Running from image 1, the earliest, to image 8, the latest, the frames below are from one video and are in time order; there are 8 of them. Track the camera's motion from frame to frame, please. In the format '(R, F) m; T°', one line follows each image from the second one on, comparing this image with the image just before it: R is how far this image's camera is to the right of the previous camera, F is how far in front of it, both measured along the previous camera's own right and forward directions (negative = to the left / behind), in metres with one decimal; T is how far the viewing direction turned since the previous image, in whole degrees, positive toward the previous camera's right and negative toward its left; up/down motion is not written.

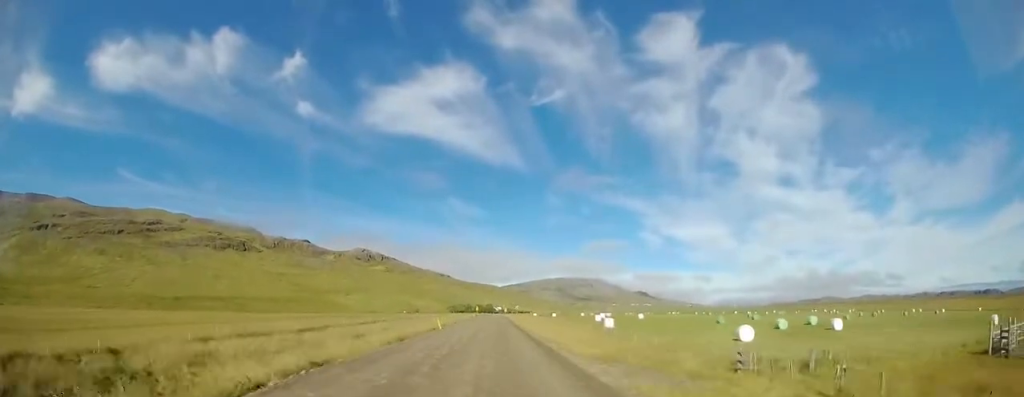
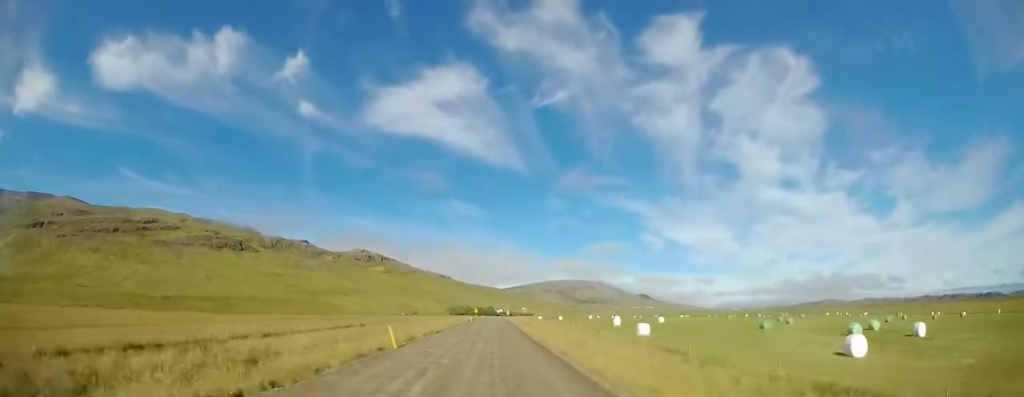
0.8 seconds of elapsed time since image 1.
(-0.1, +13.0) m; -1°
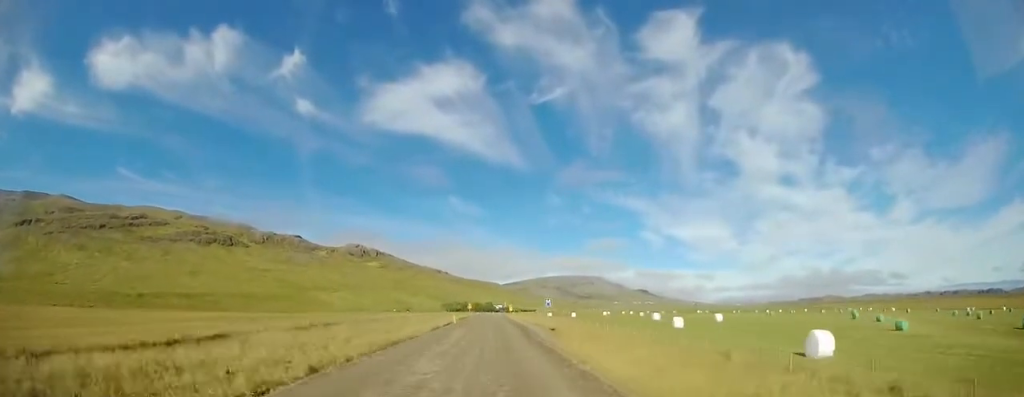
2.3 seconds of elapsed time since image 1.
(-0.1, +26.2) m; 0°
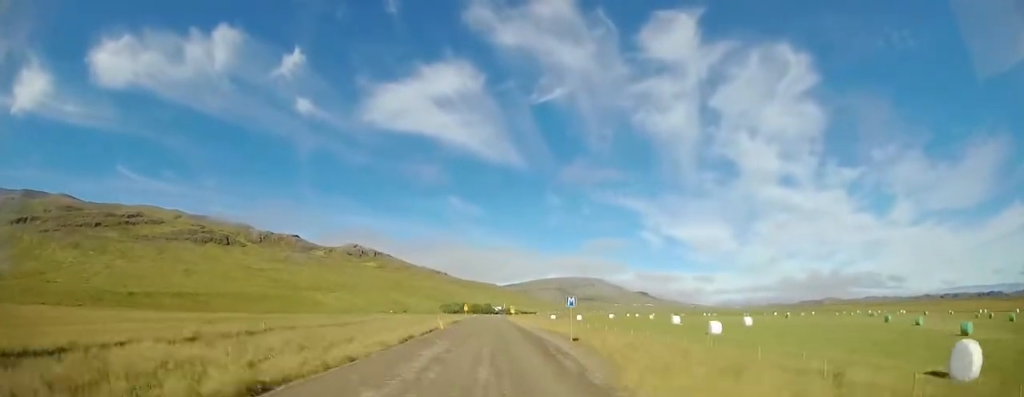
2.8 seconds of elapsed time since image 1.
(0.0, +9.1) m; 0°
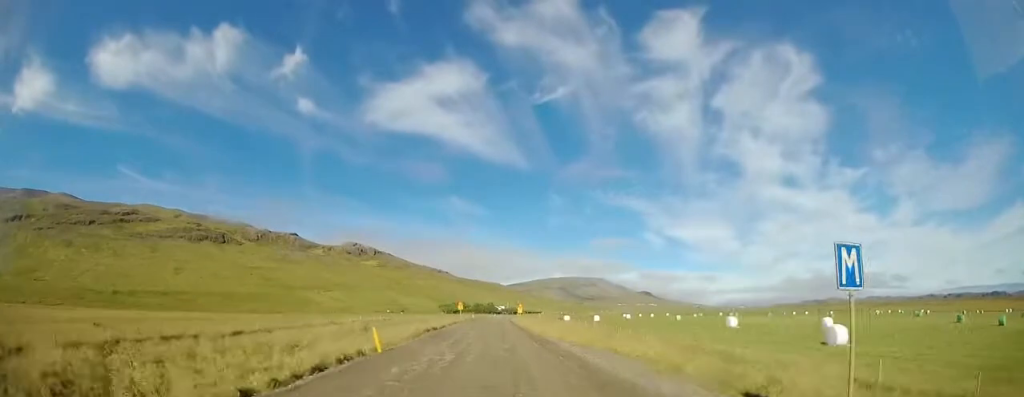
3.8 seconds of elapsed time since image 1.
(+0.2, +17.0) m; 0°
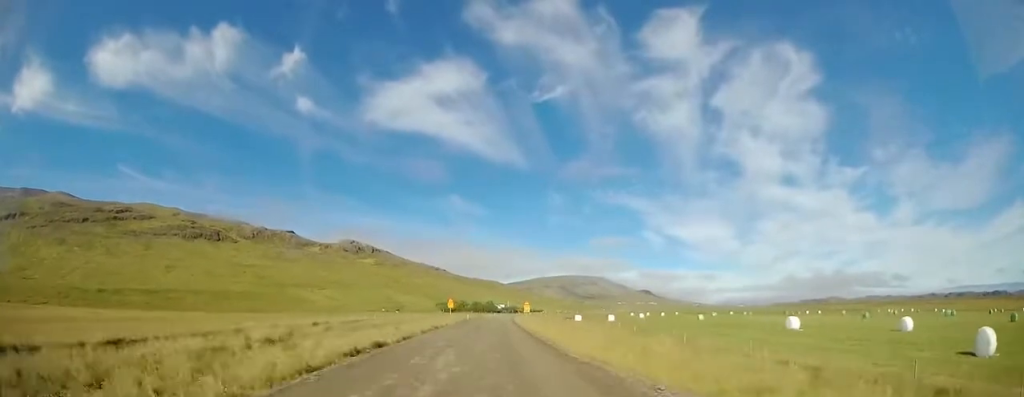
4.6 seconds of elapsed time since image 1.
(-0.1, +12.4) m; 0°
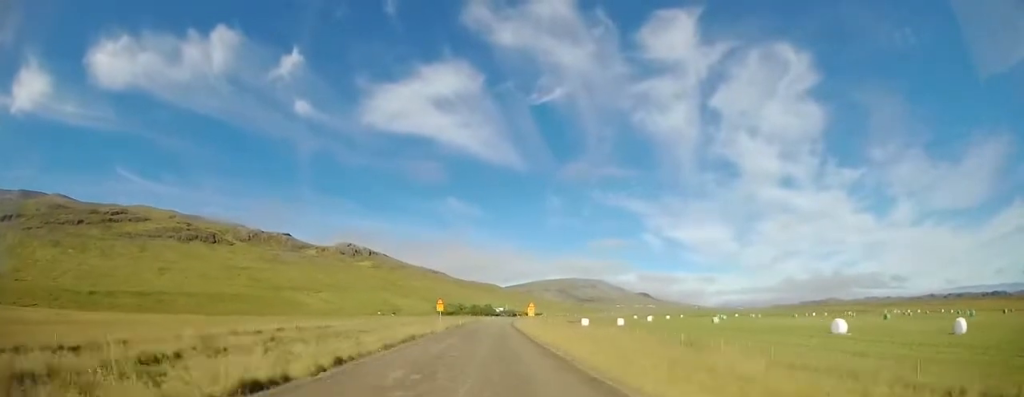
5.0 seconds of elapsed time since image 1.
(-0.2, +7.3) m; 0°
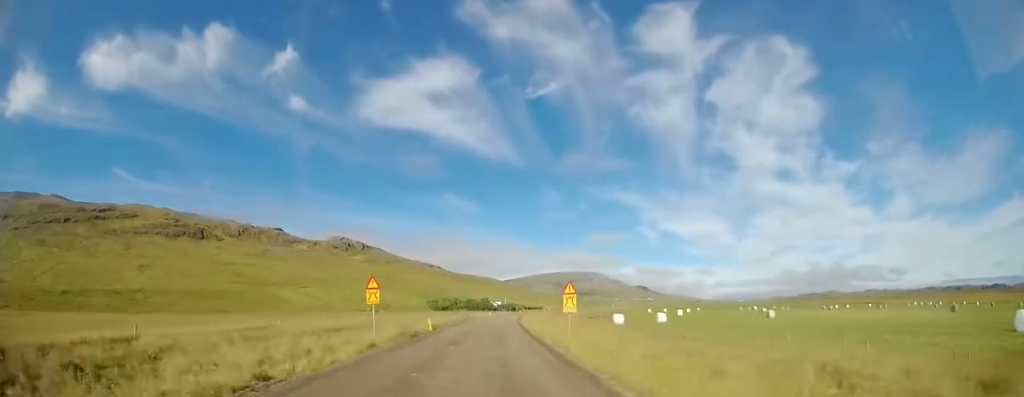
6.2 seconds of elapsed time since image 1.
(+0.4, +20.6) m; +1°
